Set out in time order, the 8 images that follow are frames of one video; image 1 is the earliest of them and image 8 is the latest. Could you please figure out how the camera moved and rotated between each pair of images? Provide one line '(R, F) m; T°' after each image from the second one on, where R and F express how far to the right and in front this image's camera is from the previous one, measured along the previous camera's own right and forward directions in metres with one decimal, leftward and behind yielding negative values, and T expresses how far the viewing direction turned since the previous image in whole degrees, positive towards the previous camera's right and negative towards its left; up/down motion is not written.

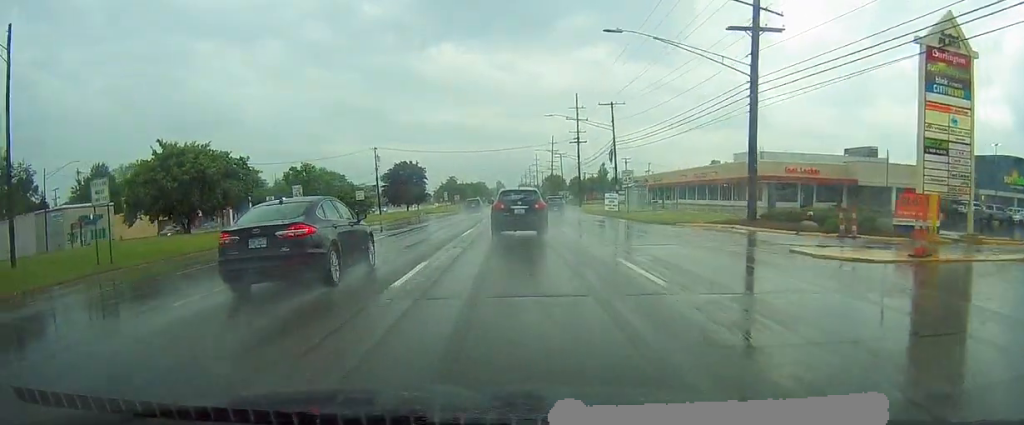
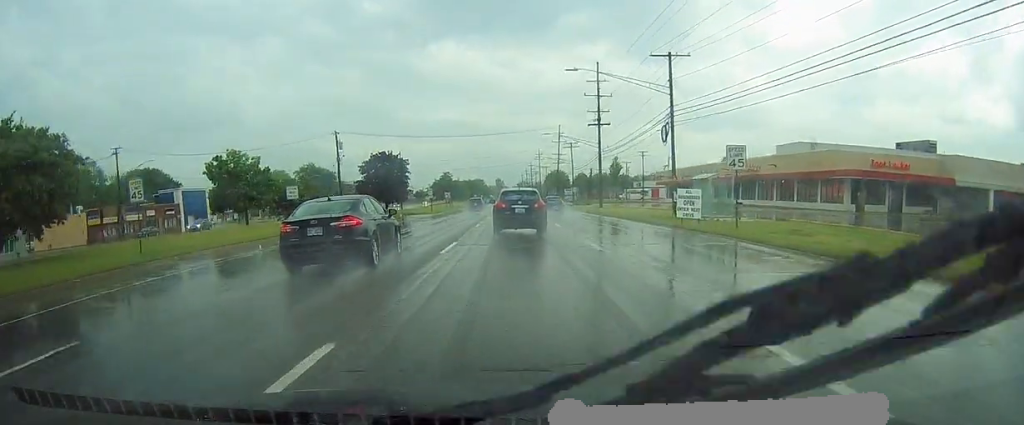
(-0.2, +22.5) m; -2°
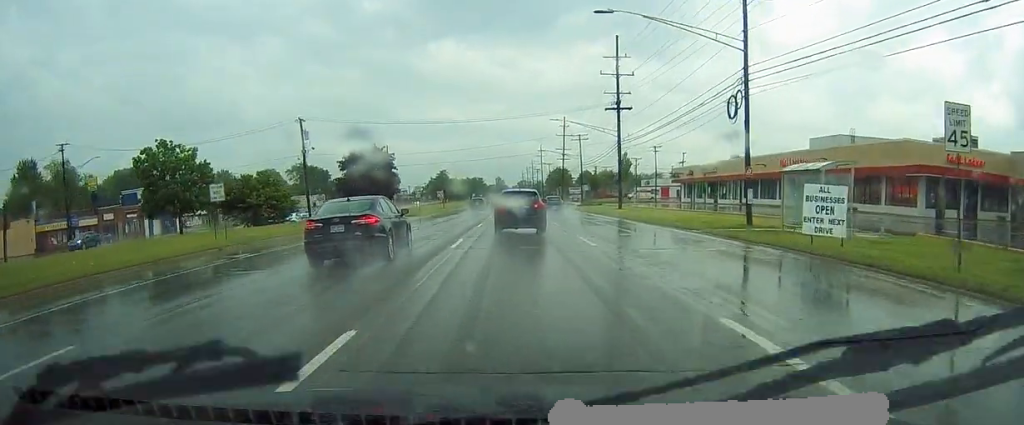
(-0.2, +13.3) m; -1°
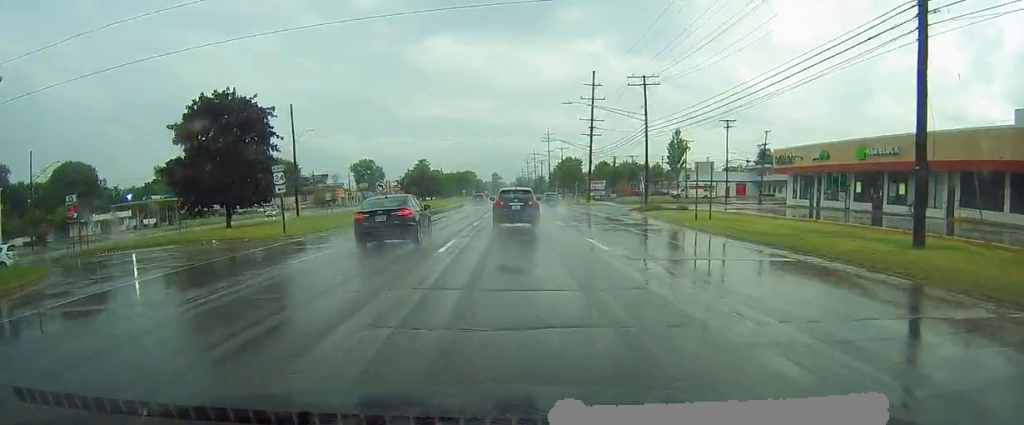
(+0.6, +48.8) m; +2°
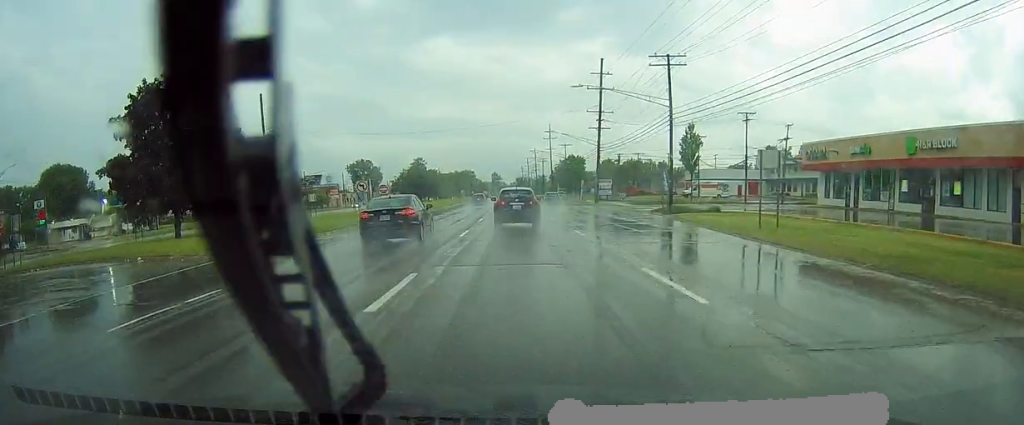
(+0.1, +8.1) m; 0°
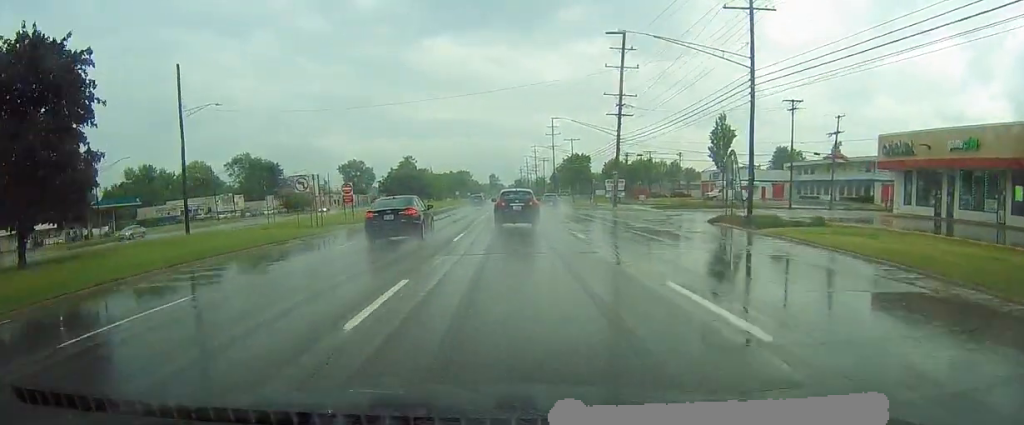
(0.0, +15.4) m; -1°
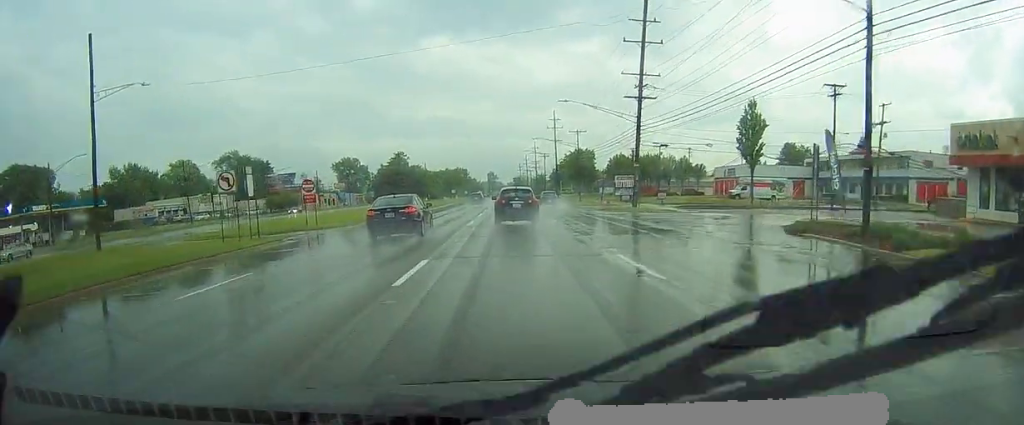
(-0.1, +10.6) m; 0°
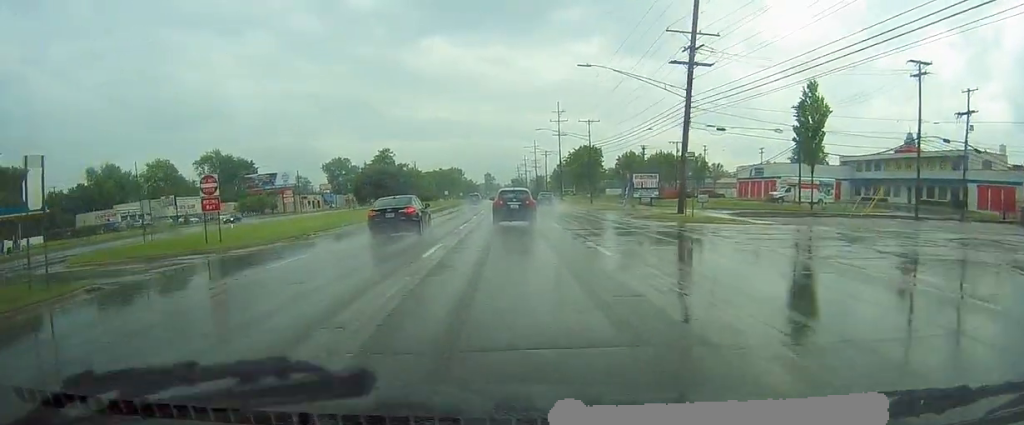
(-0.2, +15.6) m; 0°
